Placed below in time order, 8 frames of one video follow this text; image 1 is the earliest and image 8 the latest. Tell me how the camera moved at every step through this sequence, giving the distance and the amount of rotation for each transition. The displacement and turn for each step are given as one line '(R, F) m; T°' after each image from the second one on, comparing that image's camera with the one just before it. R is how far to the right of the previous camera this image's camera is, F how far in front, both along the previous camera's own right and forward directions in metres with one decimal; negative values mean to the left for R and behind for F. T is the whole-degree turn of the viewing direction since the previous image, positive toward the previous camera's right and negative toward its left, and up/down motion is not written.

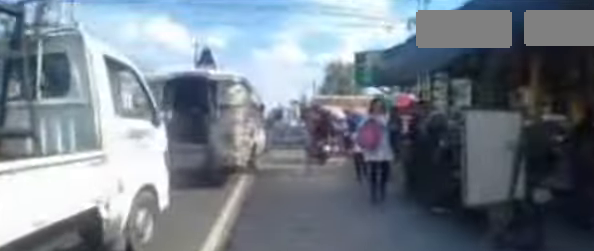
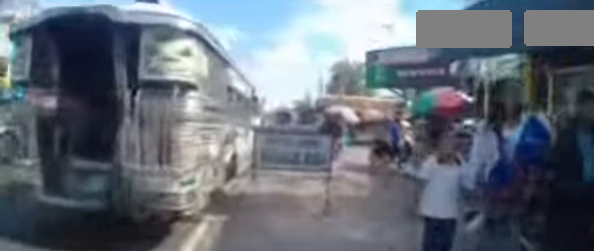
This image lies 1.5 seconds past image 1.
(+0.2, +3.4) m; +13°
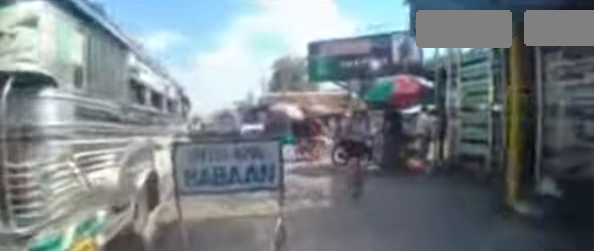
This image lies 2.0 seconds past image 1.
(+0.2, +1.1) m; 0°
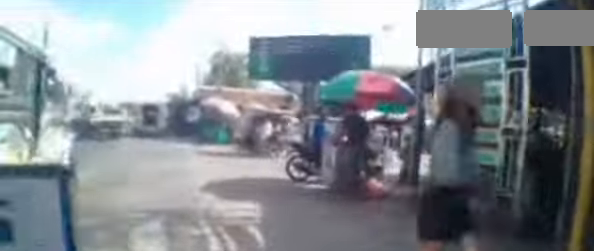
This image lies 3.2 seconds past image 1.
(-0.2, +2.0) m; -12°
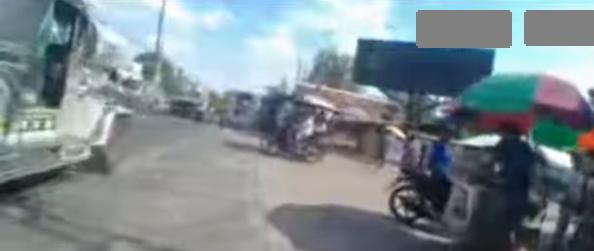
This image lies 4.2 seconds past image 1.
(-0.1, +1.6) m; +2°
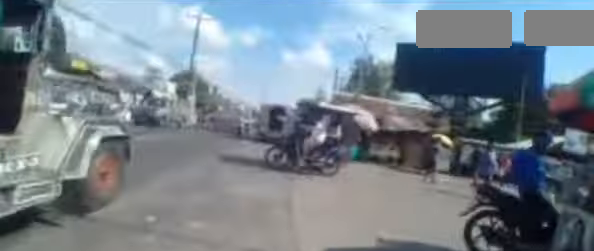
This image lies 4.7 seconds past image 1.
(0.0, +0.9) m; +4°
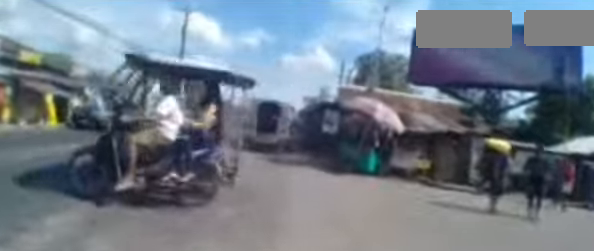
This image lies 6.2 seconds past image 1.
(+0.4, +3.1) m; -1°
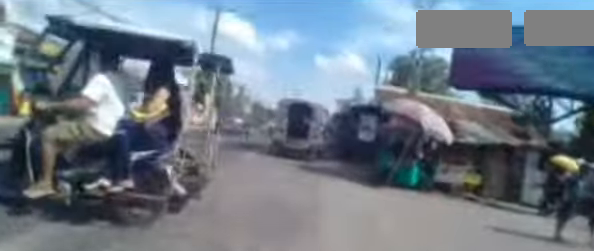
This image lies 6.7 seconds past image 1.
(-0.1, +1.0) m; -7°
